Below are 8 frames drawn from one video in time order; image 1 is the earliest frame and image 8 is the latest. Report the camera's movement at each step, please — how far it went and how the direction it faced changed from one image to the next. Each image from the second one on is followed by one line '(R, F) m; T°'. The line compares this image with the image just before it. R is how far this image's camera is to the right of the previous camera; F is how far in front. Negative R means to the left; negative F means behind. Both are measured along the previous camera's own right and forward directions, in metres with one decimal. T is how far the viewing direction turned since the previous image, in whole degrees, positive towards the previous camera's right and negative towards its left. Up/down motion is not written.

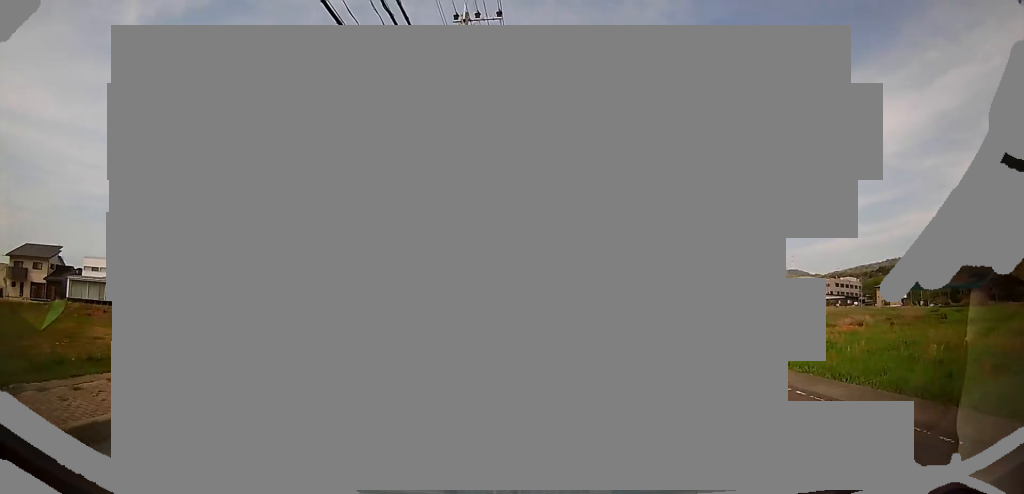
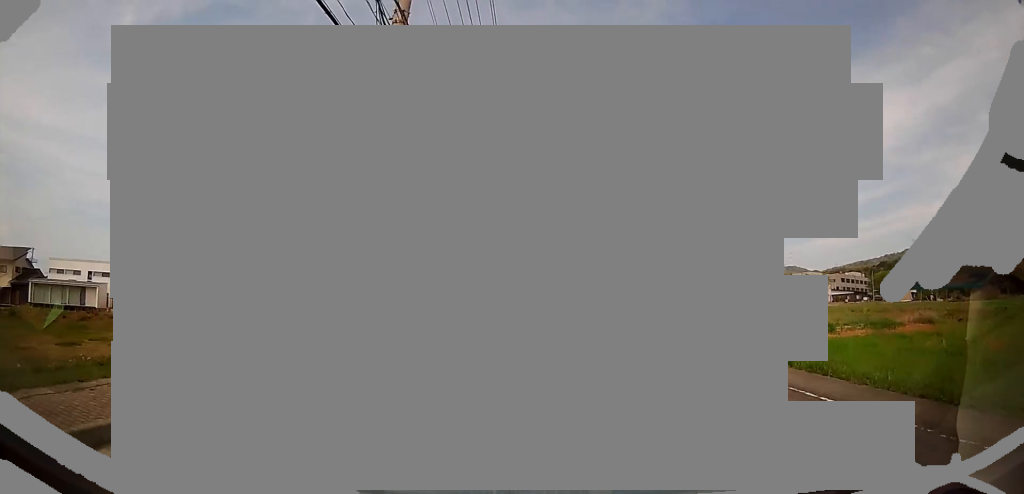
(0.0, +5.5) m; 0°
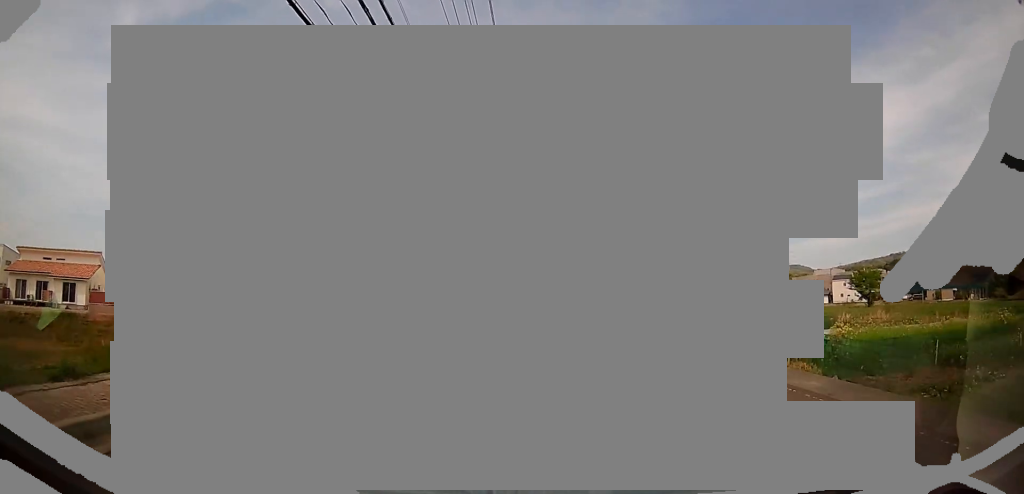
(0.0, +16.8) m; -5°
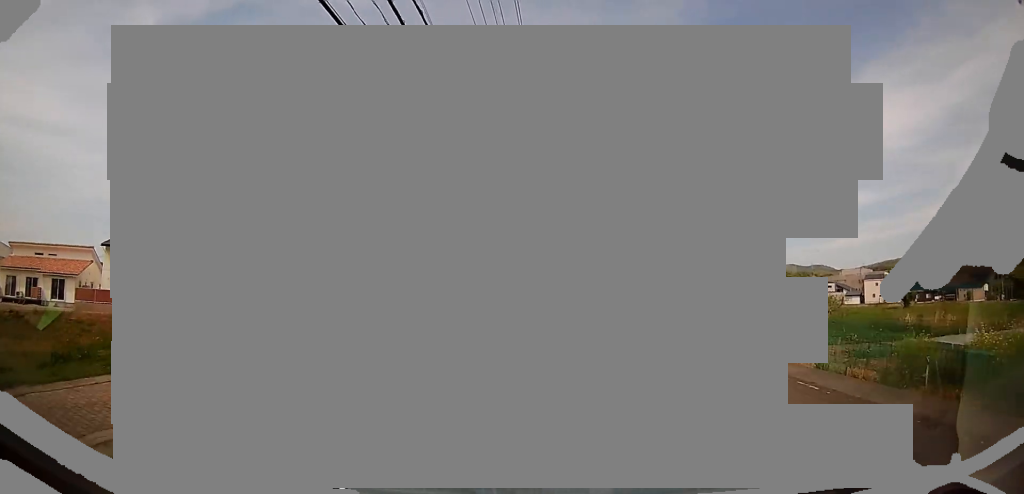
(-0.1, +4.1) m; -6°
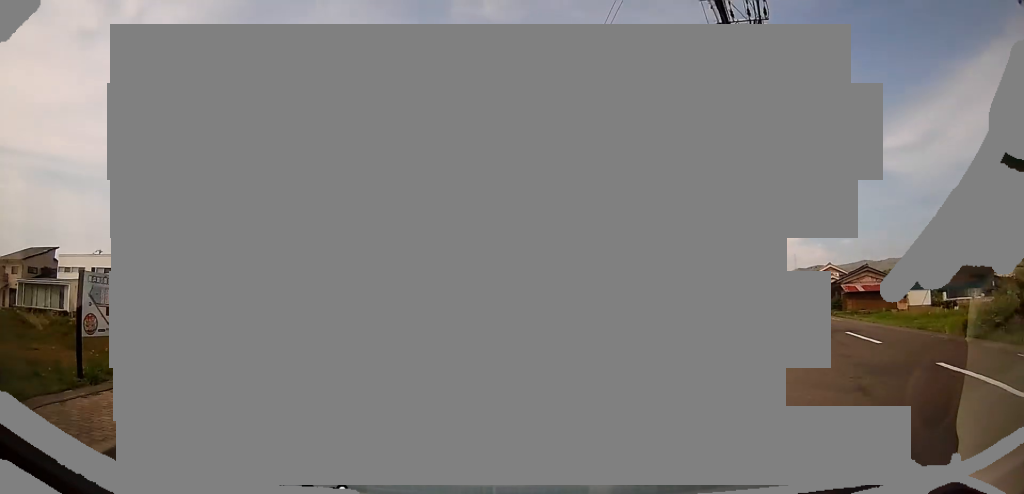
(-2.6, +9.8) m; -28°
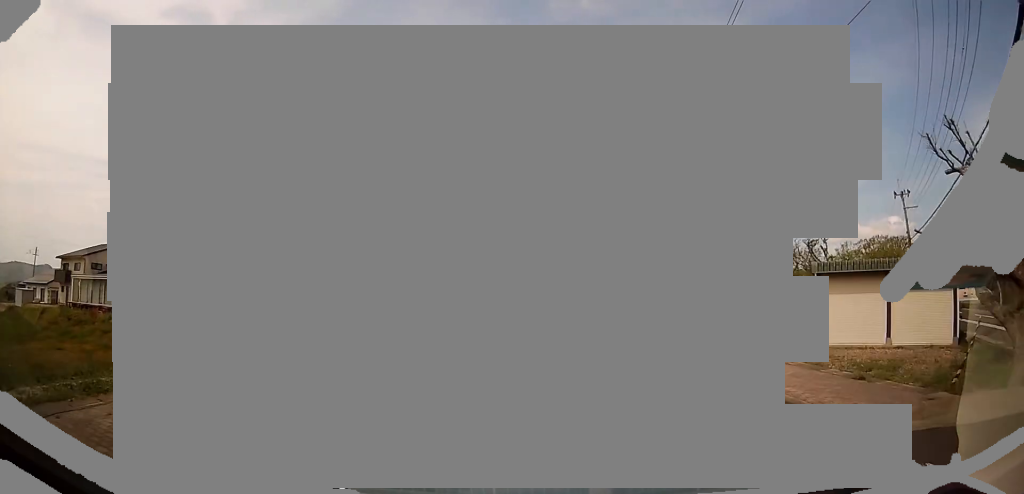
(-1.2, +7.5) m; -17°
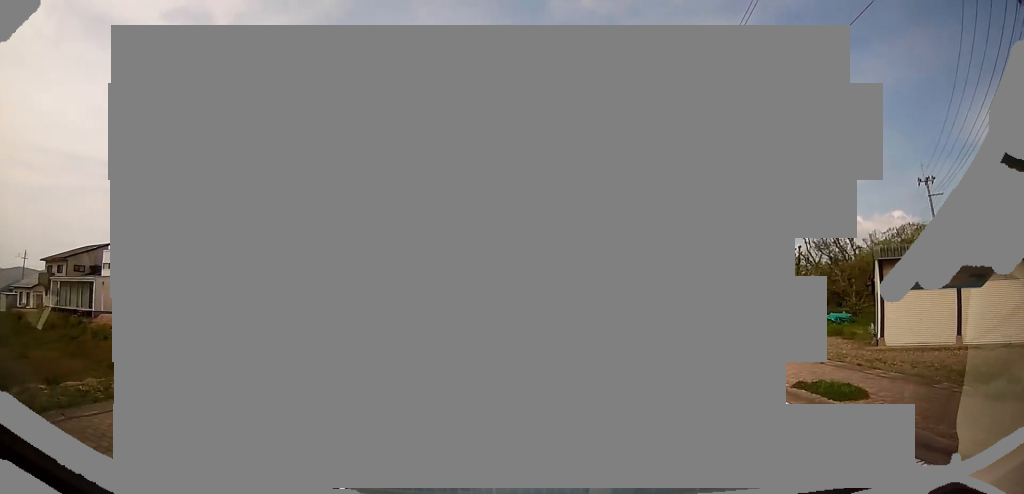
(-0.3, +3.1) m; -4°
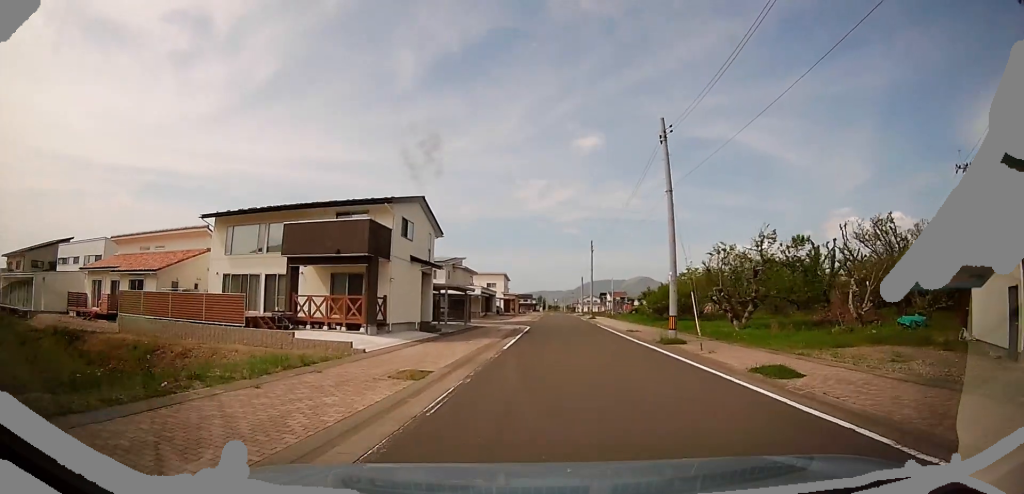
(-0.1, +5.6) m; +8°
